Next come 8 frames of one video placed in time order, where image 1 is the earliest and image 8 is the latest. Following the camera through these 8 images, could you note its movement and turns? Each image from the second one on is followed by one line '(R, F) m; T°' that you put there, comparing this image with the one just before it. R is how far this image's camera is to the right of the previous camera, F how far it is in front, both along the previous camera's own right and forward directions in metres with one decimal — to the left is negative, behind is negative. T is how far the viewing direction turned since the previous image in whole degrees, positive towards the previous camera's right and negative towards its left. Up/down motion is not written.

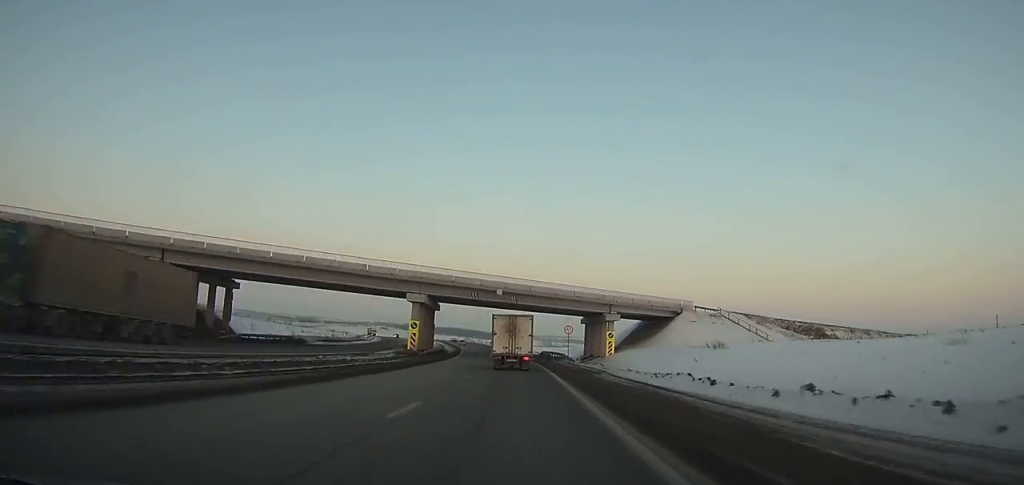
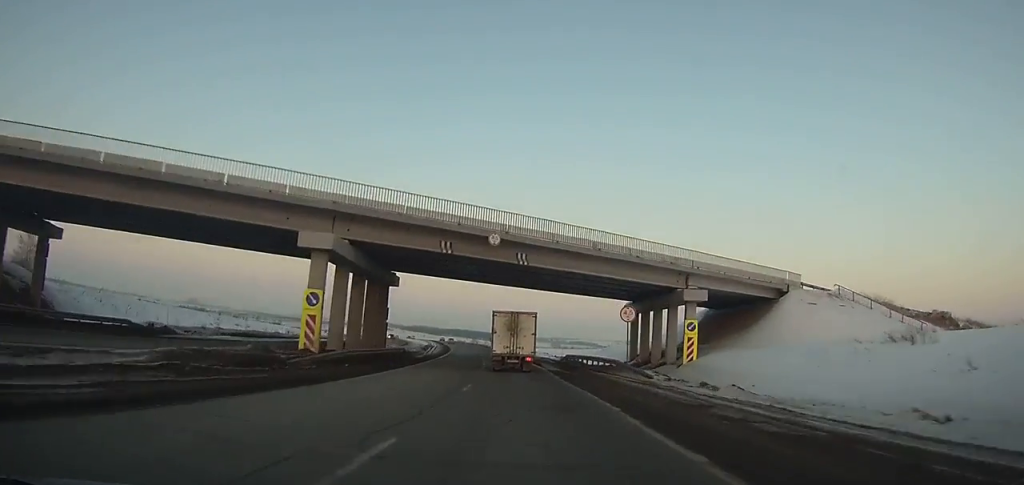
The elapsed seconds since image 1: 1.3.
(-0.5, +29.8) m; -2°
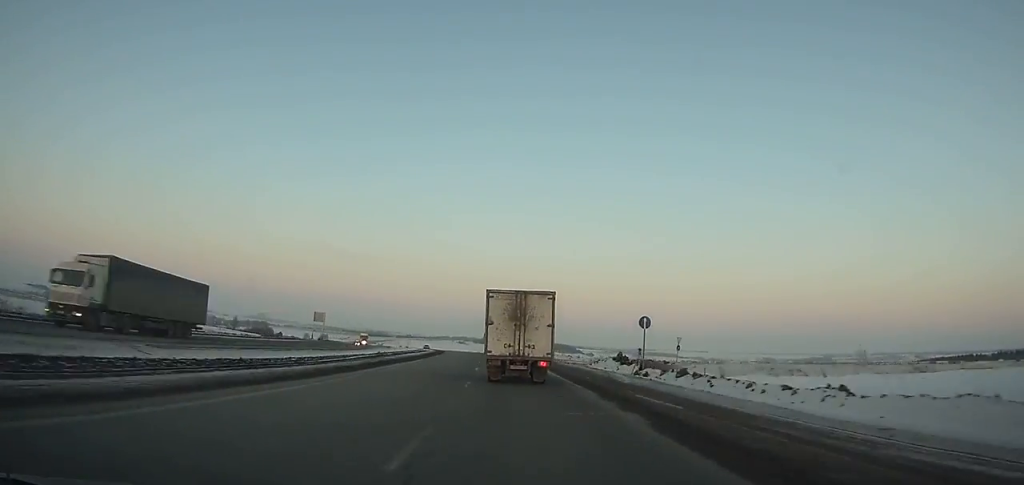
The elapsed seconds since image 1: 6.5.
(-7.1, +114.3) m; -7°
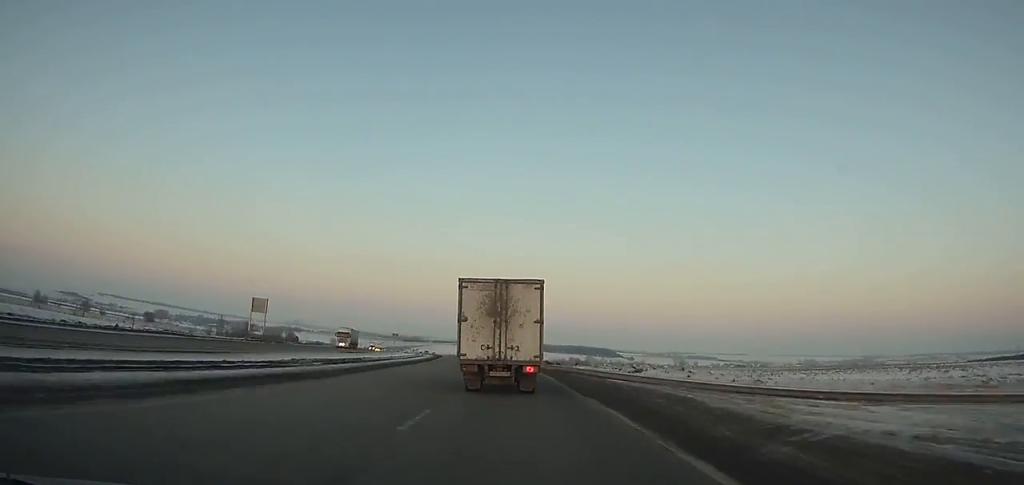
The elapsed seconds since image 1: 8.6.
(-1.2, +43.4) m; -3°
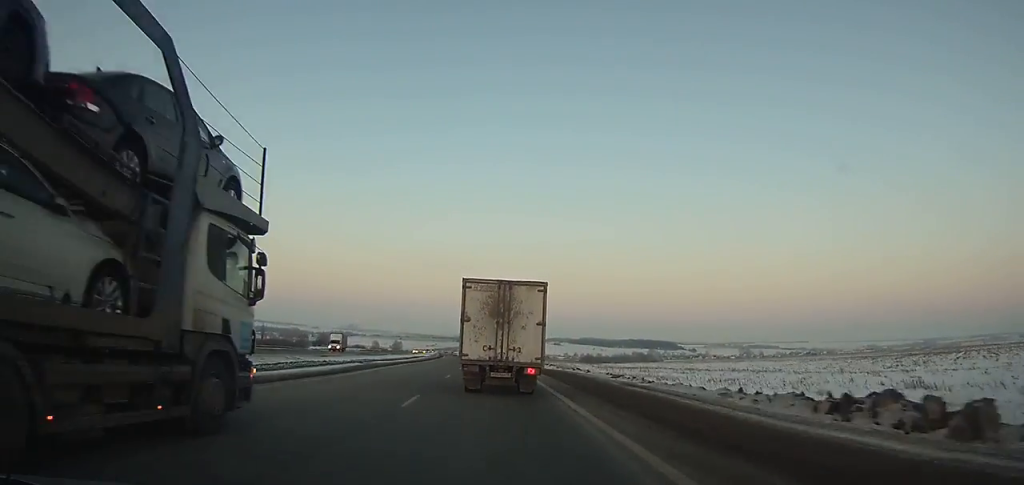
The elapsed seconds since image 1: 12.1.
(-3.5, +71.2) m; -7°
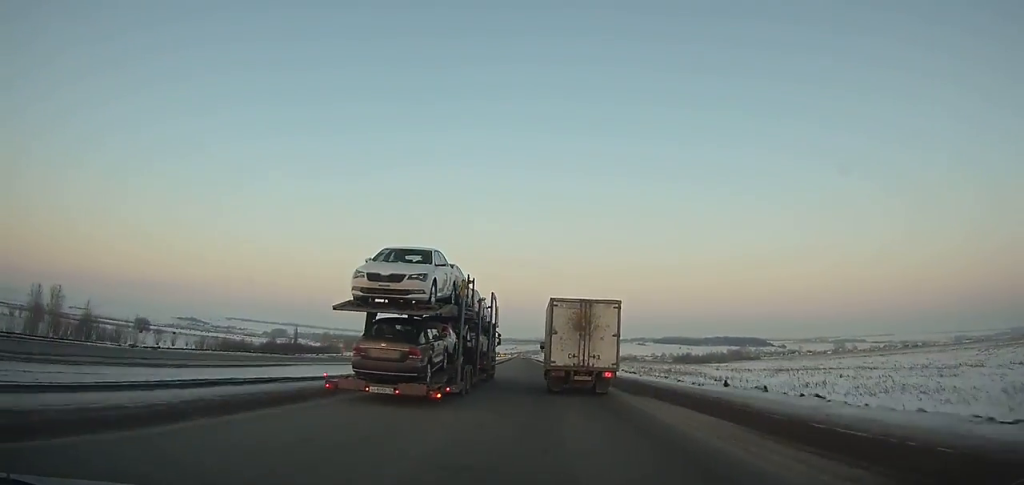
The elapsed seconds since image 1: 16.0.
(-5.5, +81.8) m; -5°
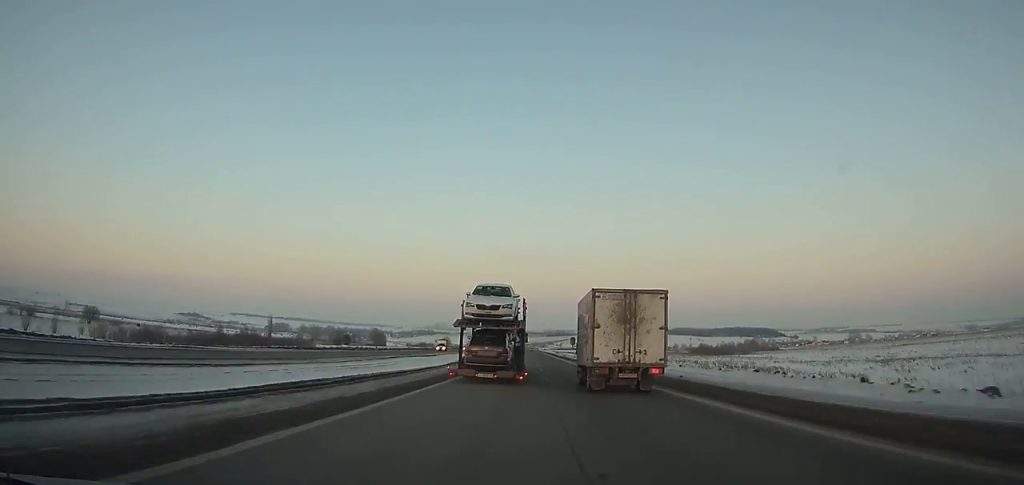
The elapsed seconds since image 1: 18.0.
(-0.3, +45.0) m; 0°
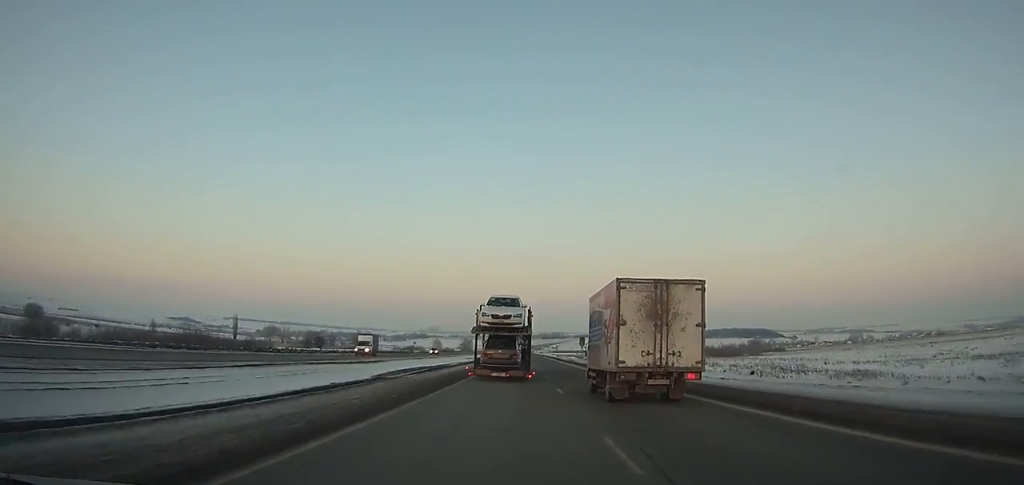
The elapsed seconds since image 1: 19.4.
(0.0, +32.6) m; 0°
